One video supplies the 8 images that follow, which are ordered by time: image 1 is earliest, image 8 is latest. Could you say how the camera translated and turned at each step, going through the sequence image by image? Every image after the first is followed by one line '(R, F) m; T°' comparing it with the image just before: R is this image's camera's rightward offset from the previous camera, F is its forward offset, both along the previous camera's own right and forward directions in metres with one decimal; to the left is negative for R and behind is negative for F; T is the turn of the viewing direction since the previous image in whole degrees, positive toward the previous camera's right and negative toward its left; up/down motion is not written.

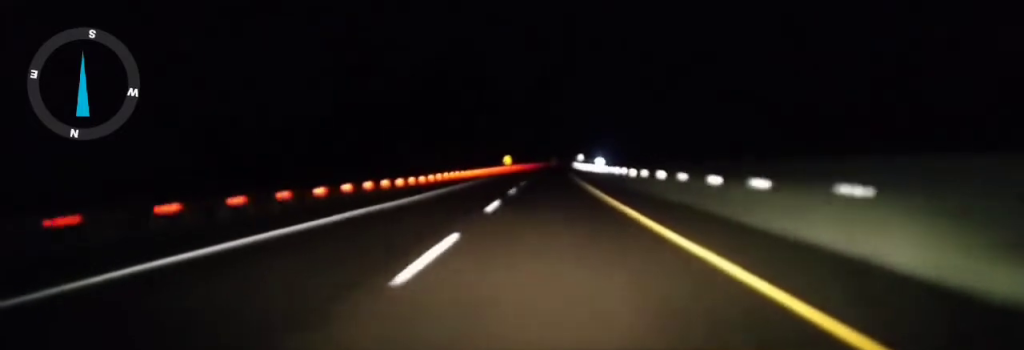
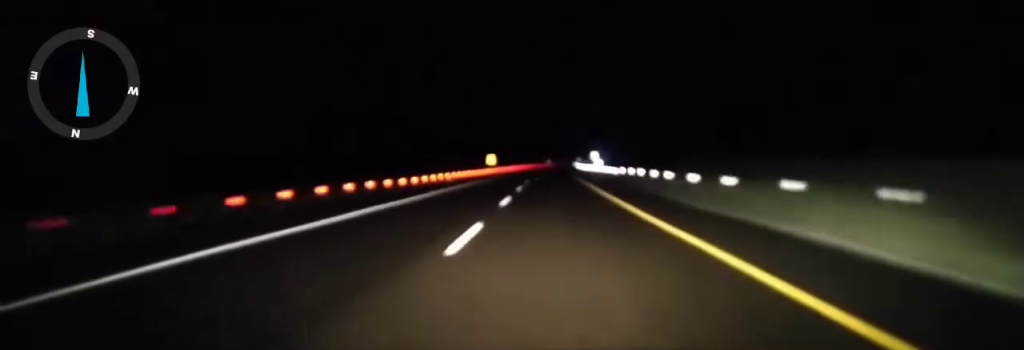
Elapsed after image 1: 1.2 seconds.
(-0.2, +37.8) m; -1°
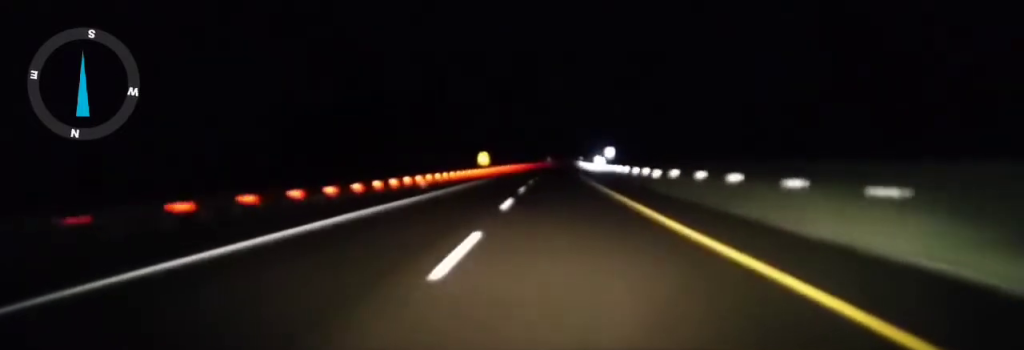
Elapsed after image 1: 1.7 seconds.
(-0.1, +15.7) m; 0°
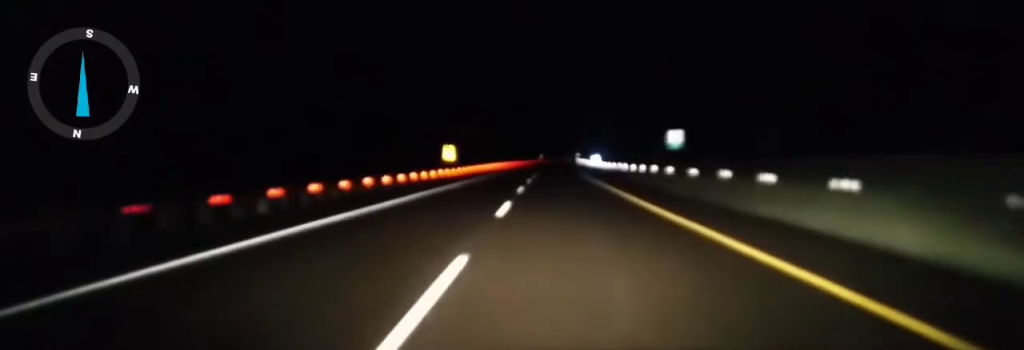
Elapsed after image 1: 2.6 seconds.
(0.0, +29.3) m; +1°
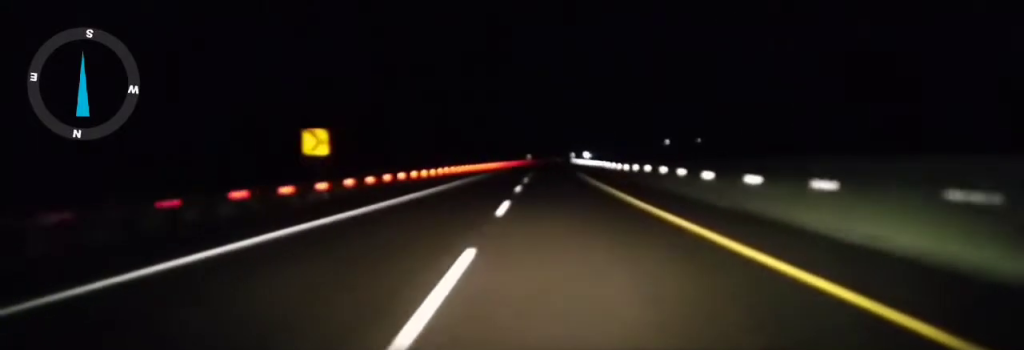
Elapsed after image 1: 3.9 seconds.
(+0.9, +39.8) m; +2°
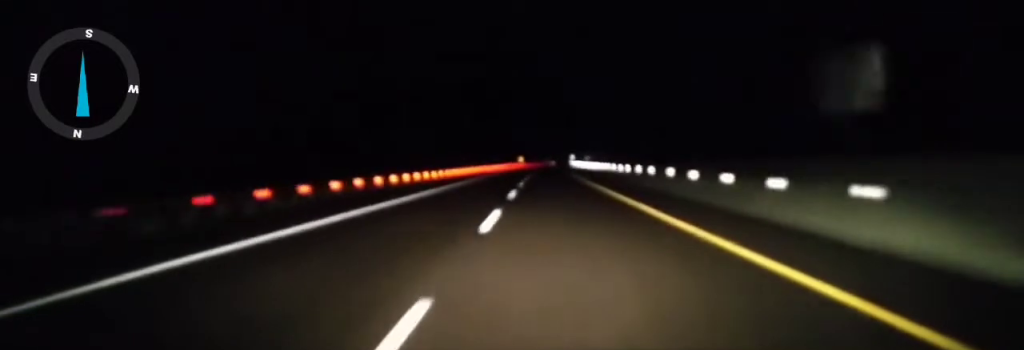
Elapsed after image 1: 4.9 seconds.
(+0.4, +30.3) m; 0°
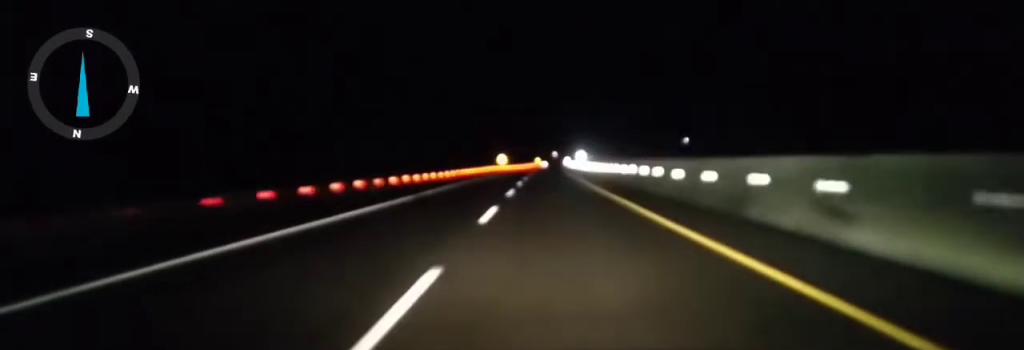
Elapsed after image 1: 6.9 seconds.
(-0.6, +62.5) m; 0°
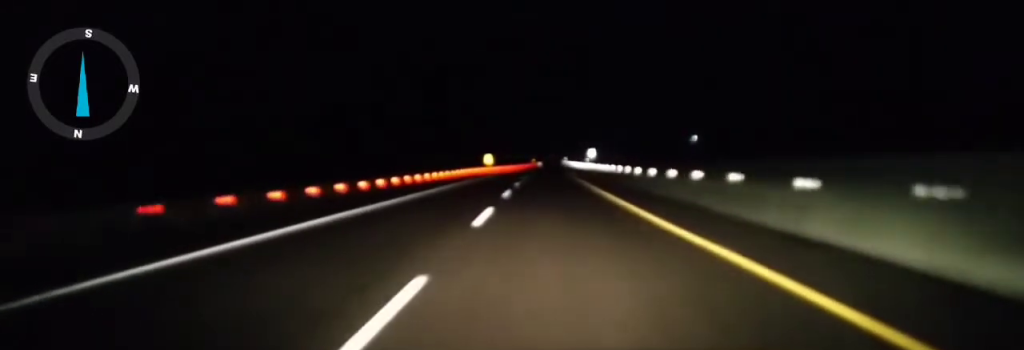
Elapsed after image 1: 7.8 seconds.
(+0.2, +28.2) m; +1°
